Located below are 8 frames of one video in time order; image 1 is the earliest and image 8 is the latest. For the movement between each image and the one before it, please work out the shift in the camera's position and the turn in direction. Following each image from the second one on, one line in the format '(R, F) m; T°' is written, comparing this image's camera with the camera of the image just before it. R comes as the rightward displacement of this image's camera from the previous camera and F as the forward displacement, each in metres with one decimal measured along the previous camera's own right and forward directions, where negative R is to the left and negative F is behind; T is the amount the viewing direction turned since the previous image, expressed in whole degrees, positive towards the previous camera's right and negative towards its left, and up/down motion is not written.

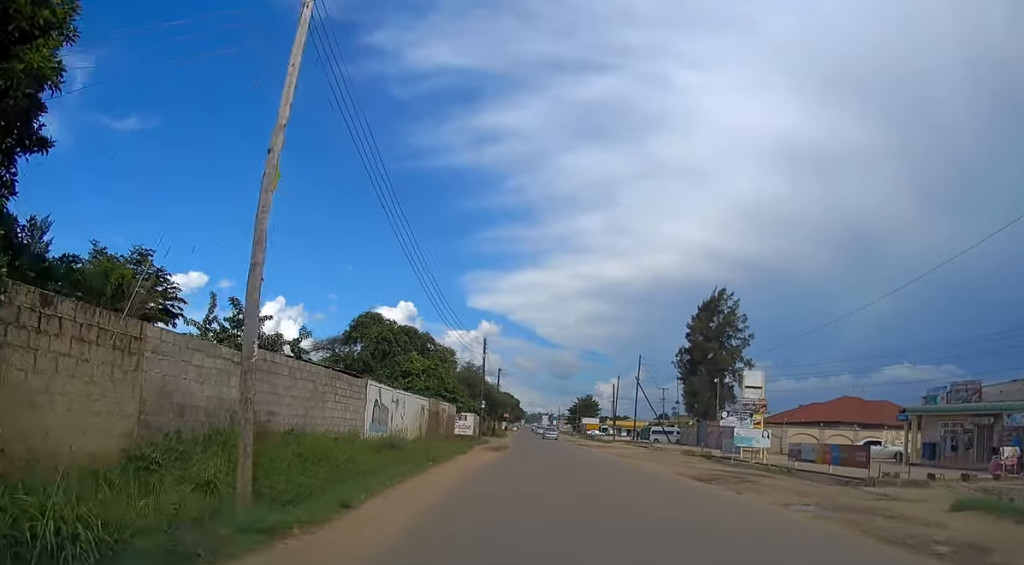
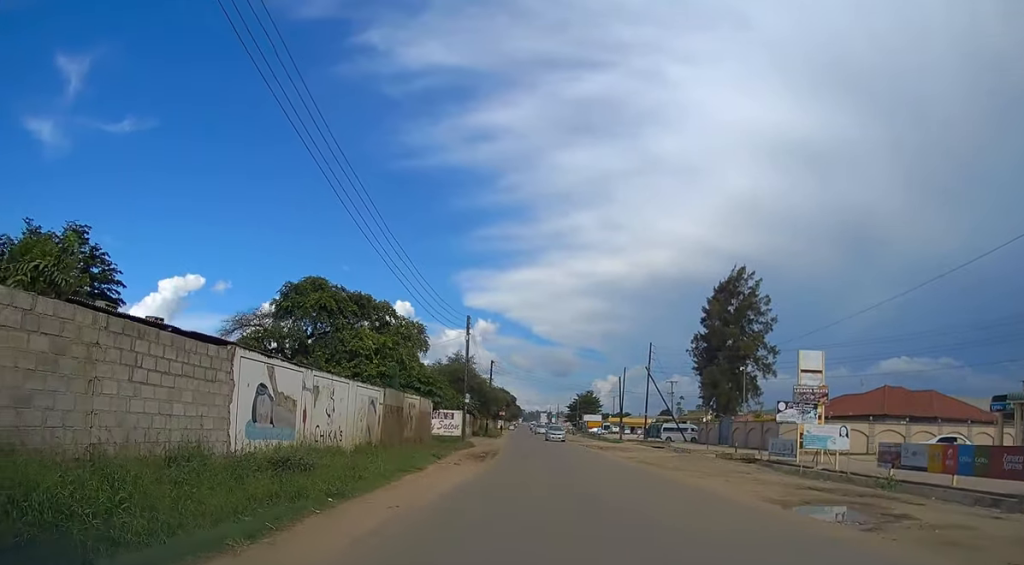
(+0.1, +10.1) m; 0°
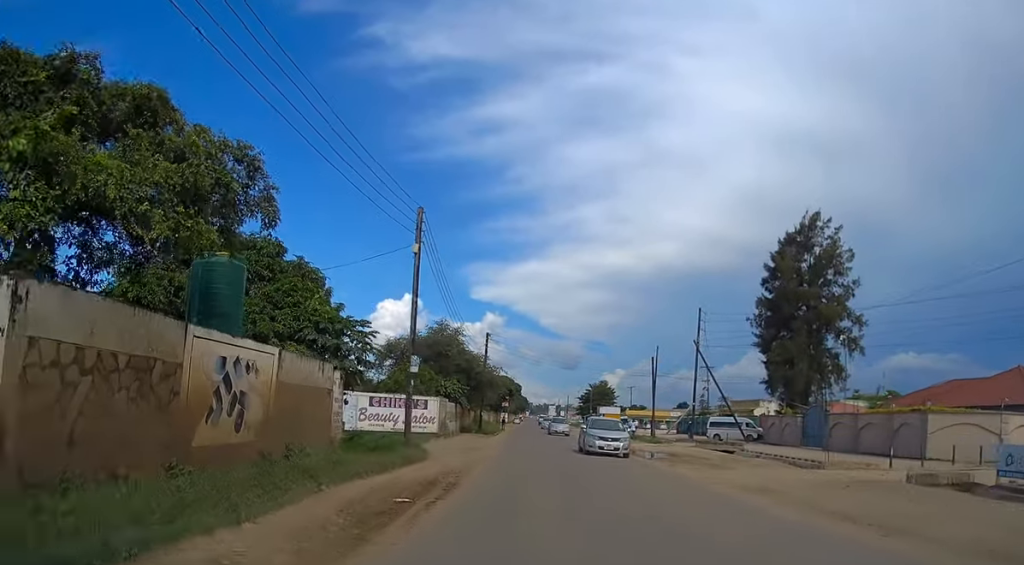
(-0.1, +19.9) m; -1°
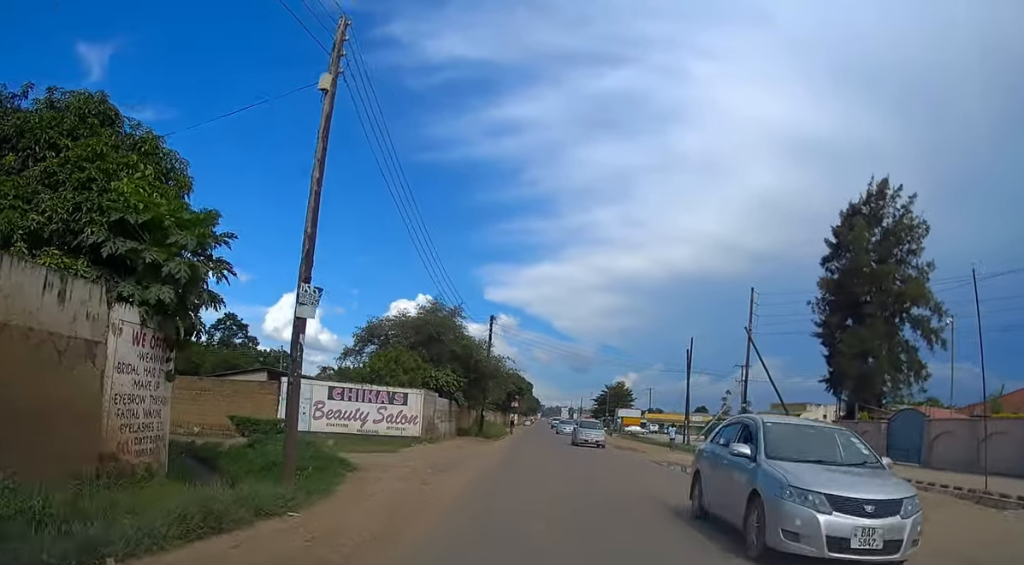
(-0.1, +10.9) m; 0°
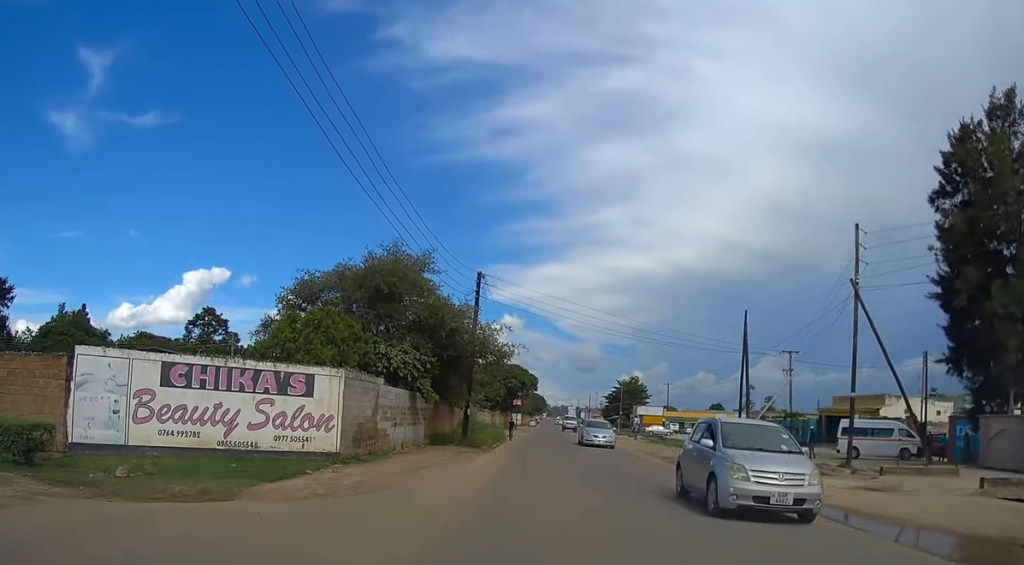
(0.0, +15.5) m; 0°
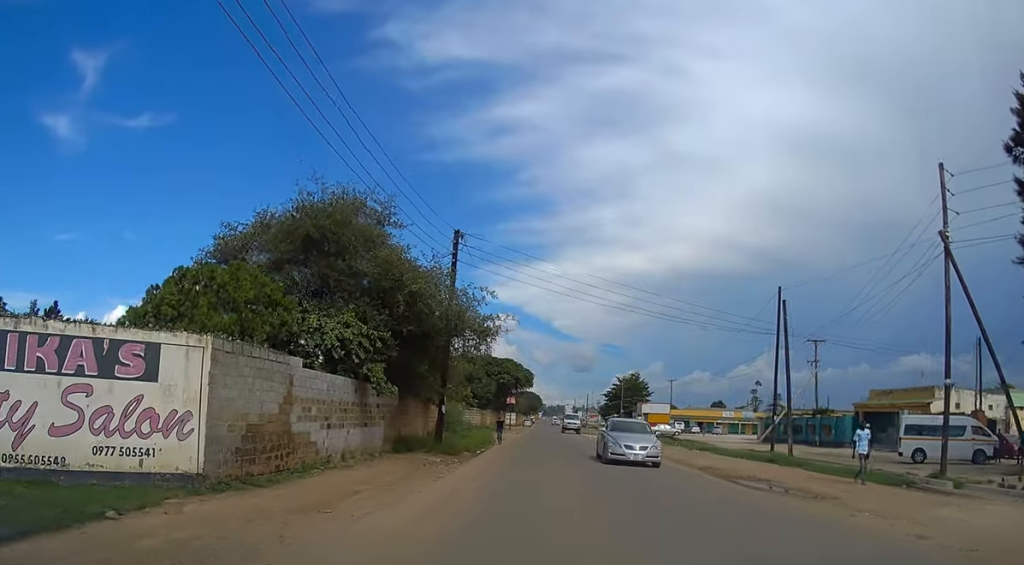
(0.0, +8.1) m; 0°
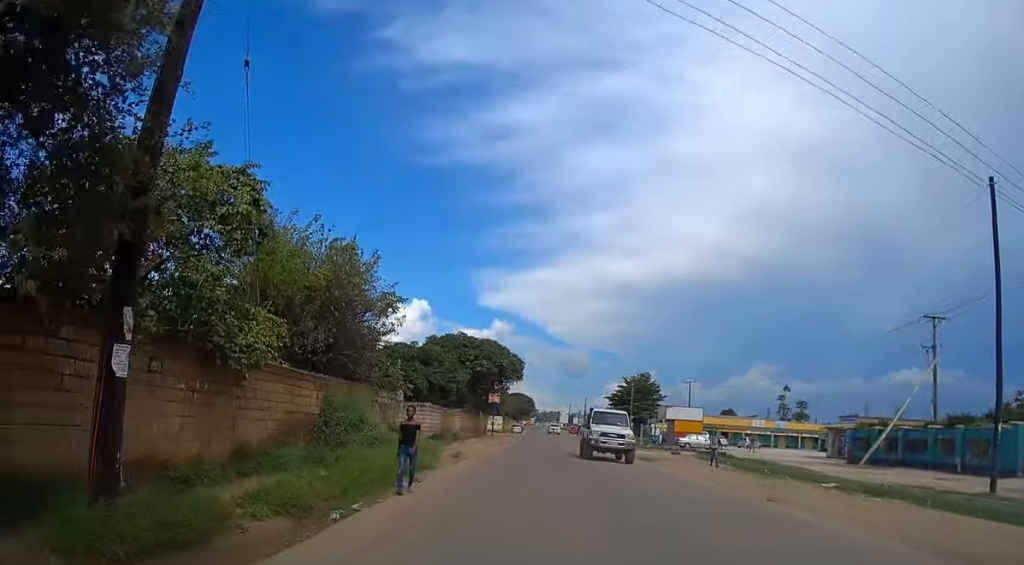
(+0.1, +21.9) m; 0°
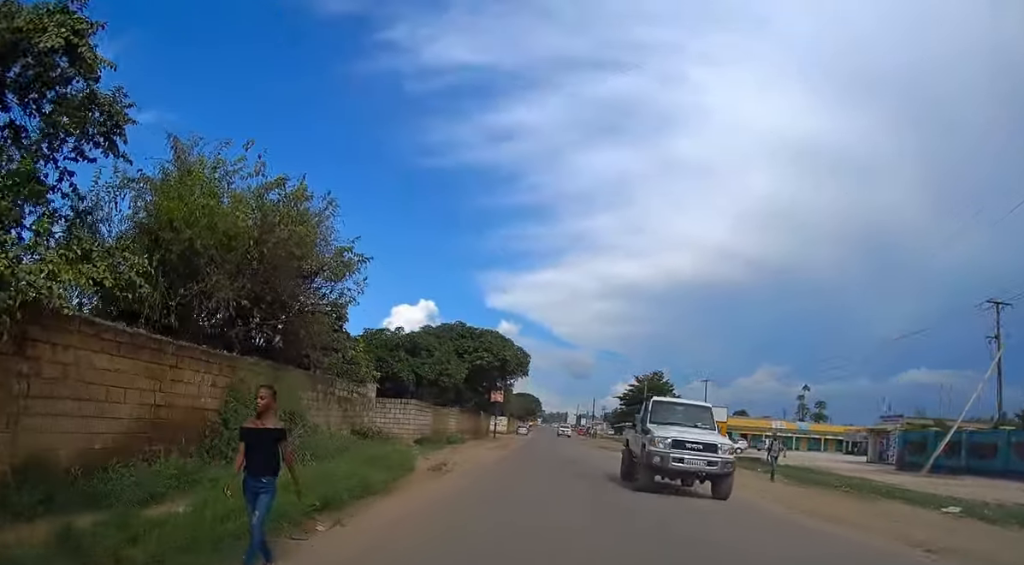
(0.0, +6.4) m; 0°
